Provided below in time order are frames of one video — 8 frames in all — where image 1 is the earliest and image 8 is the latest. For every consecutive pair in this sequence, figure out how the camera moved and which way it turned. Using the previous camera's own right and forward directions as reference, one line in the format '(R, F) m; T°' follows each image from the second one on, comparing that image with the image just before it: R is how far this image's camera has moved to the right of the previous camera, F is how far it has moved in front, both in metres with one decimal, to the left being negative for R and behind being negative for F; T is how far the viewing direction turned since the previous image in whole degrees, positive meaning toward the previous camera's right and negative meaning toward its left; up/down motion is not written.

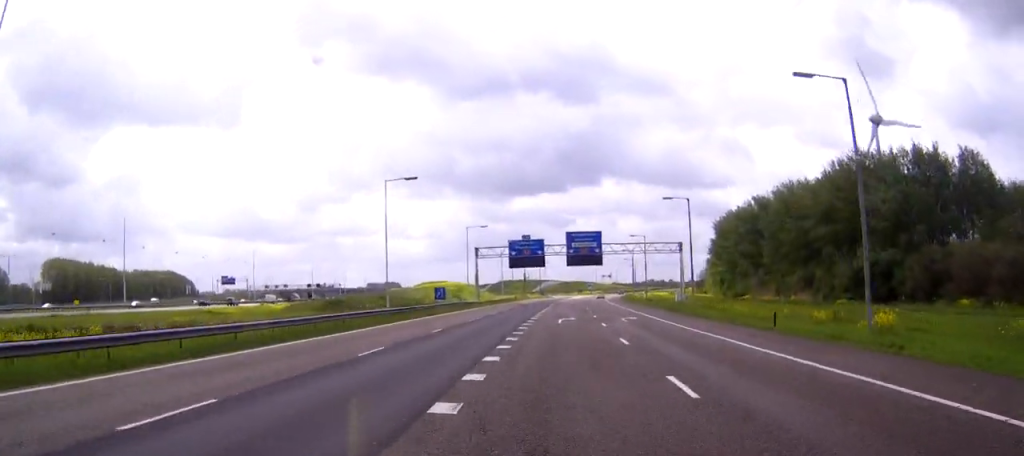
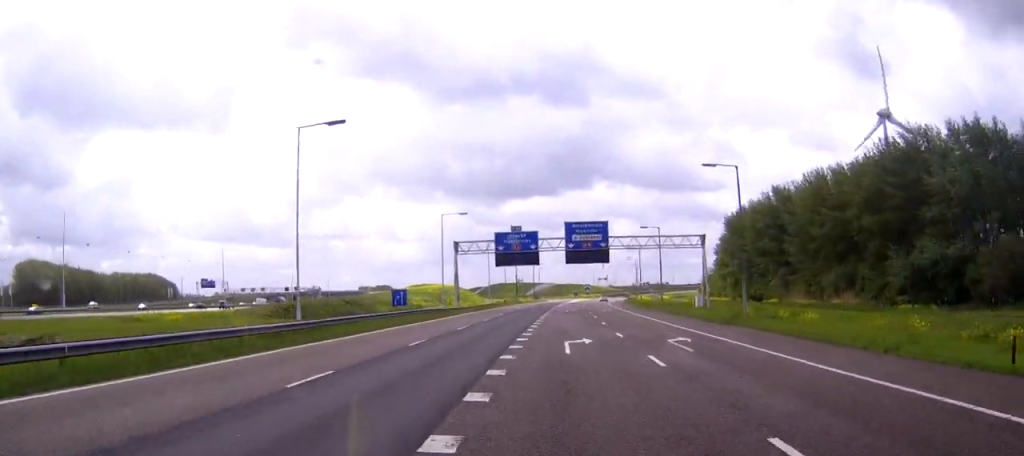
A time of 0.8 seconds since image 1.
(+0.1, +22.5) m; 0°
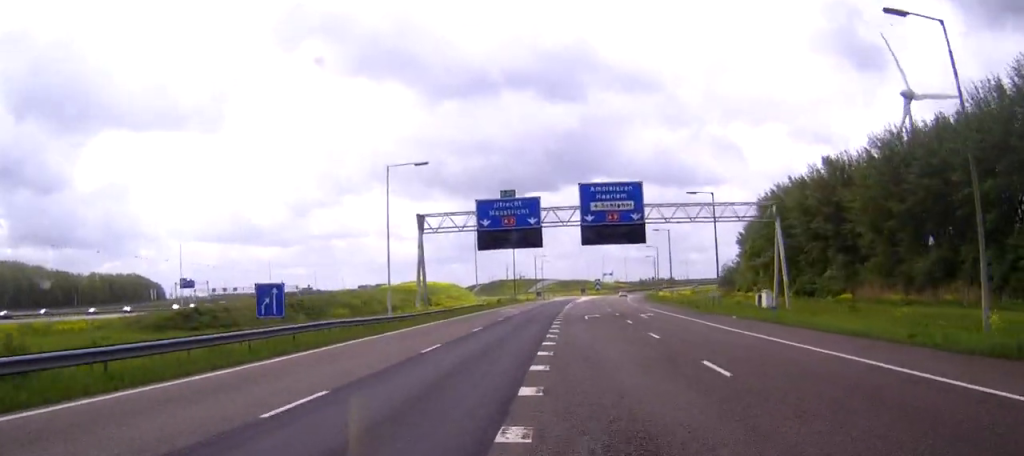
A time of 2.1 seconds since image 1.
(+0.1, +30.3) m; +1°
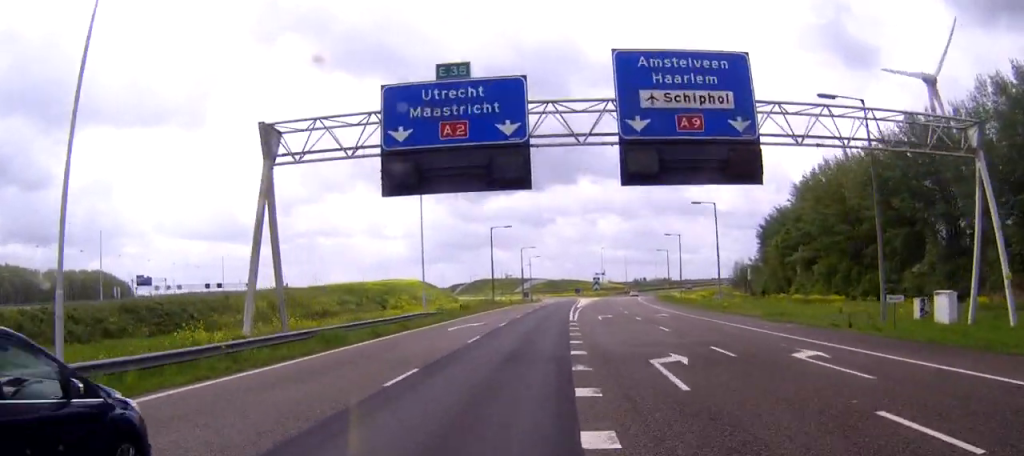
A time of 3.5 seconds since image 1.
(+0.3, +33.2) m; +1°
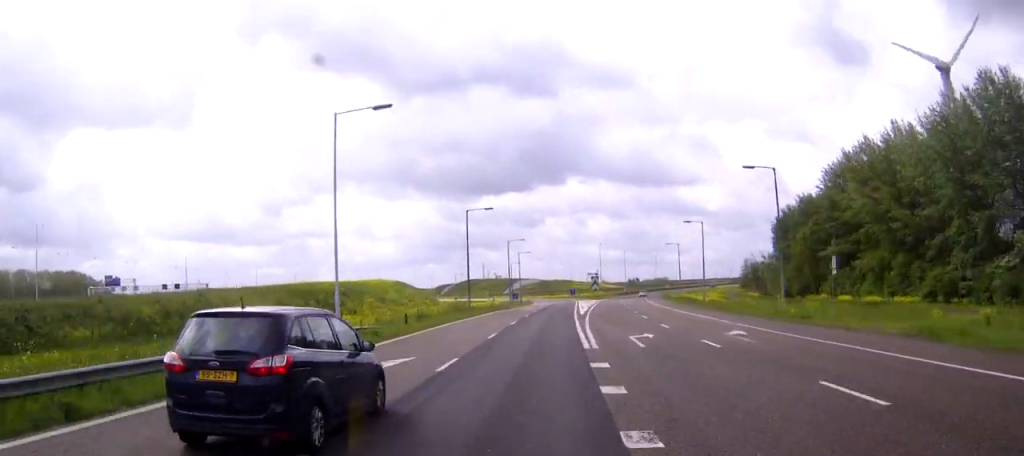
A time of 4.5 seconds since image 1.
(+0.2, +19.5) m; +1°
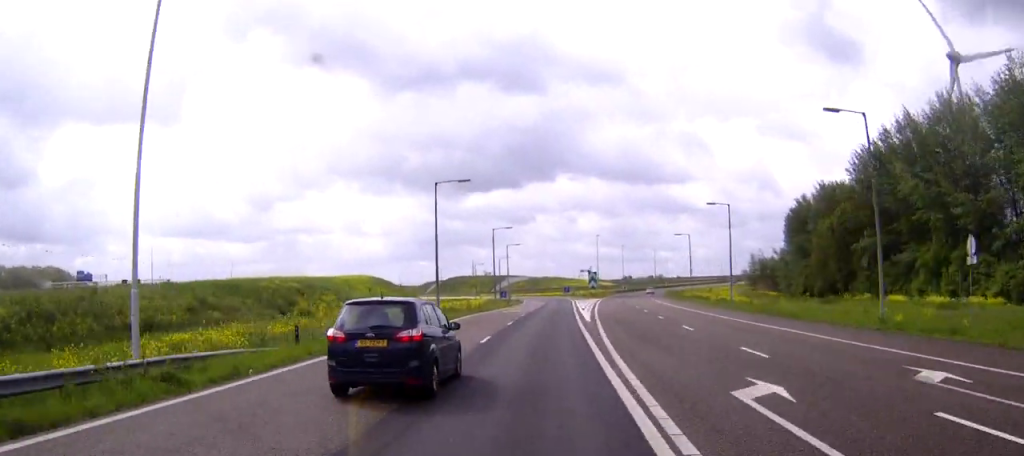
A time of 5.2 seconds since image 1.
(0.0, +15.1) m; 0°
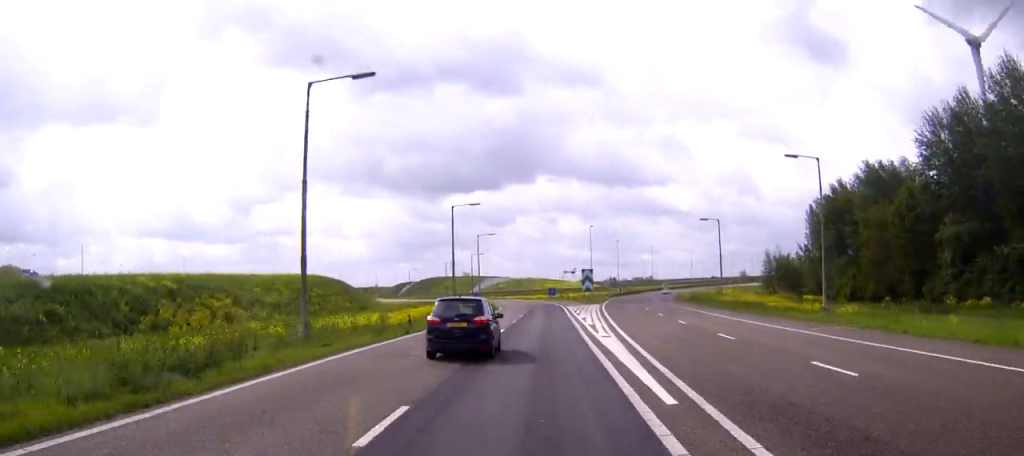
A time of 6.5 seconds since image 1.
(0.0, +26.1) m; 0°
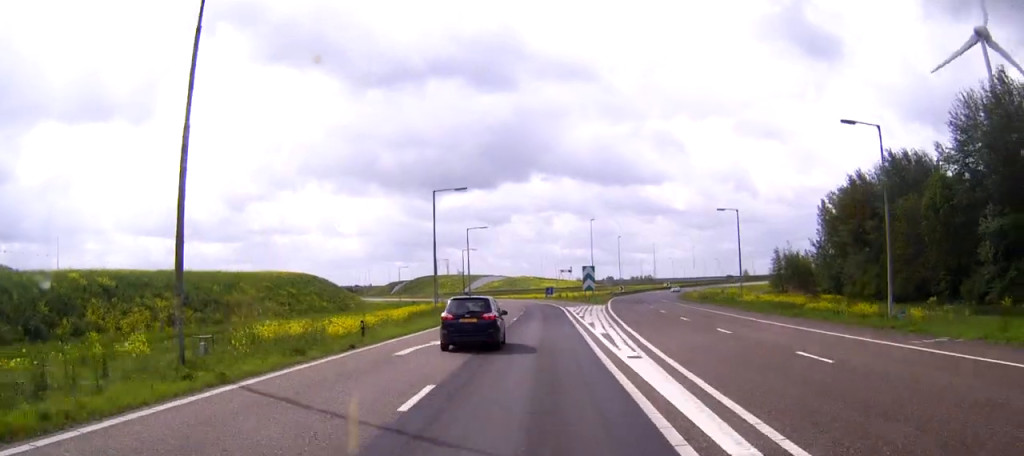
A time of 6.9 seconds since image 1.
(0.0, +8.9) m; 0°
